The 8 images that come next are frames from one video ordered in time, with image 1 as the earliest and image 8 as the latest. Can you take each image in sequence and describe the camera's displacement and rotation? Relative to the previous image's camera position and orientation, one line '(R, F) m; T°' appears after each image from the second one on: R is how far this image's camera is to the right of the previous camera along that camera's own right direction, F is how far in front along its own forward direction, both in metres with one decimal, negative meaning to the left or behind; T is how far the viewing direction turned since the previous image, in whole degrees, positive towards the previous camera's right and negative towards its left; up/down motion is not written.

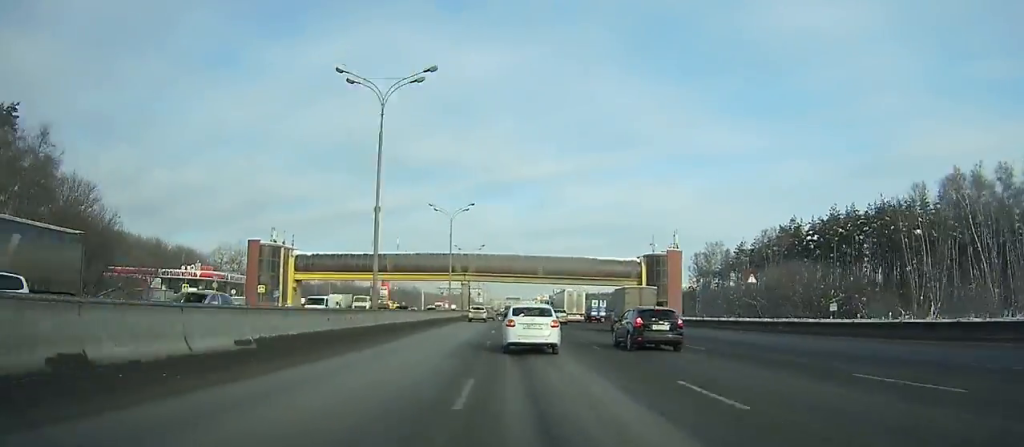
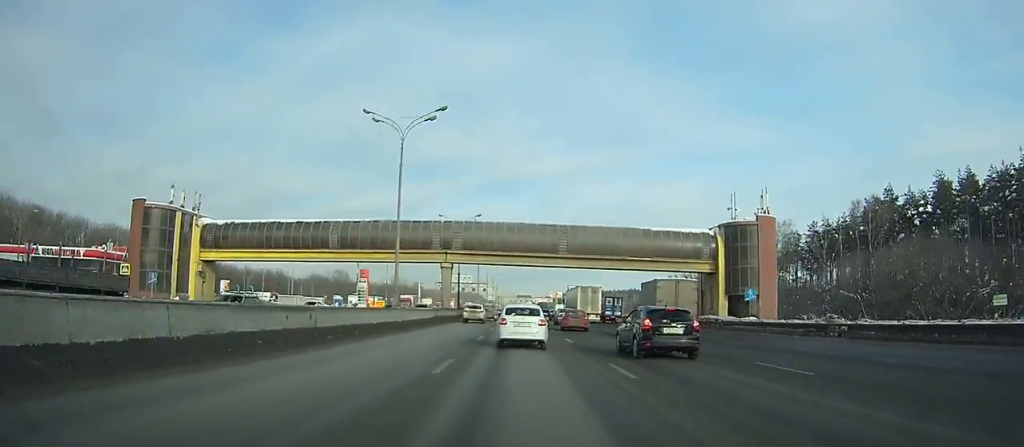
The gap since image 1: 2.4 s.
(+0.2, +37.7) m; 0°
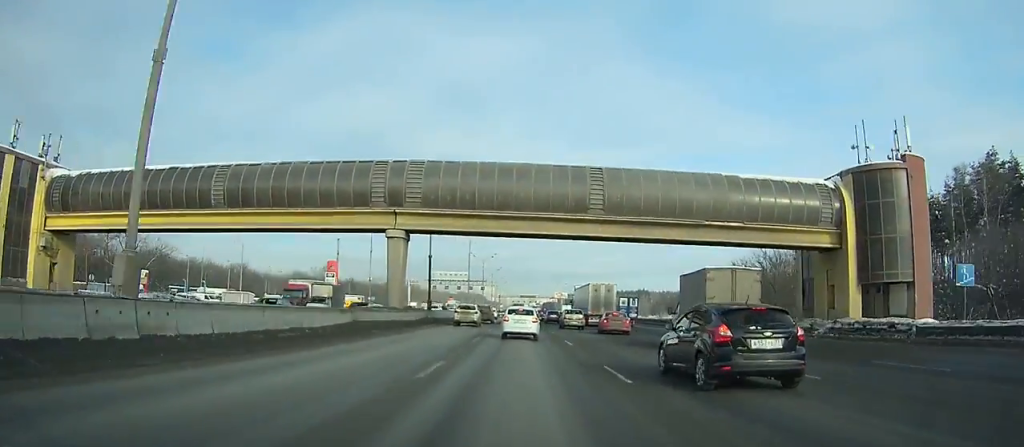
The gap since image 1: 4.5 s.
(-0.3, +26.4) m; -1°
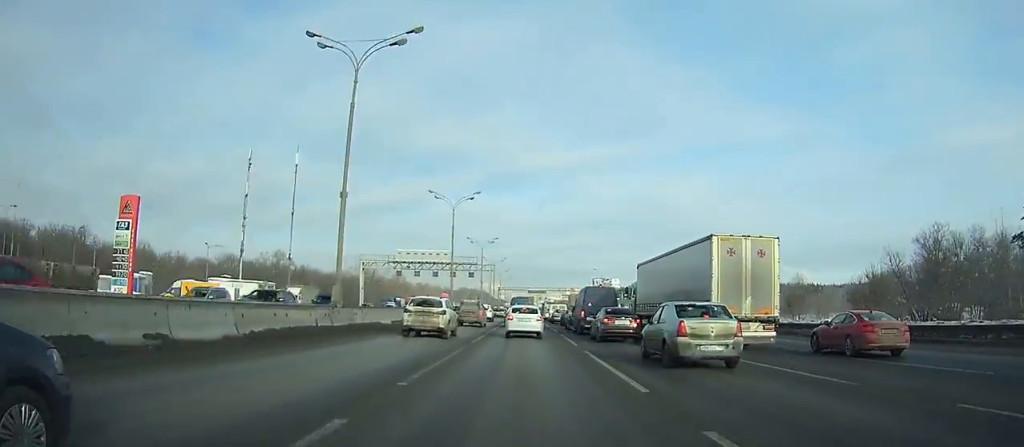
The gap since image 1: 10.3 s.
(-0.7, +55.2) m; -1°
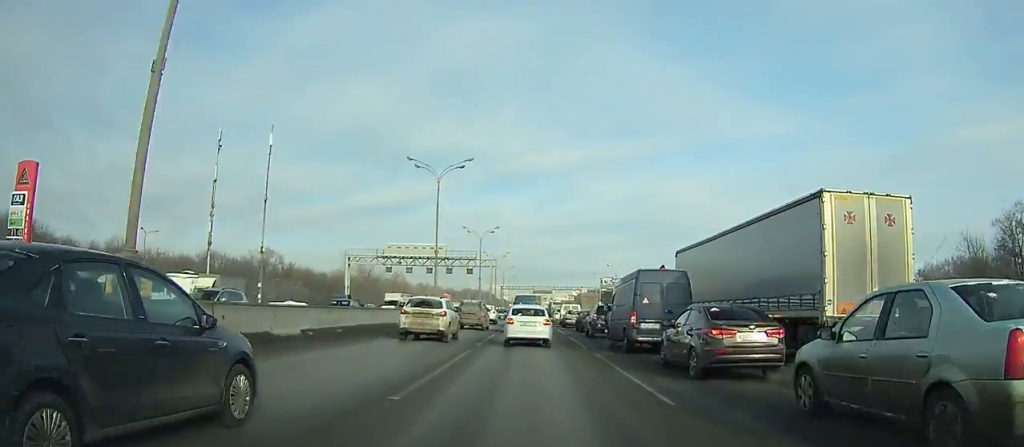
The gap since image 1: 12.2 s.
(0.0, +12.5) m; 0°
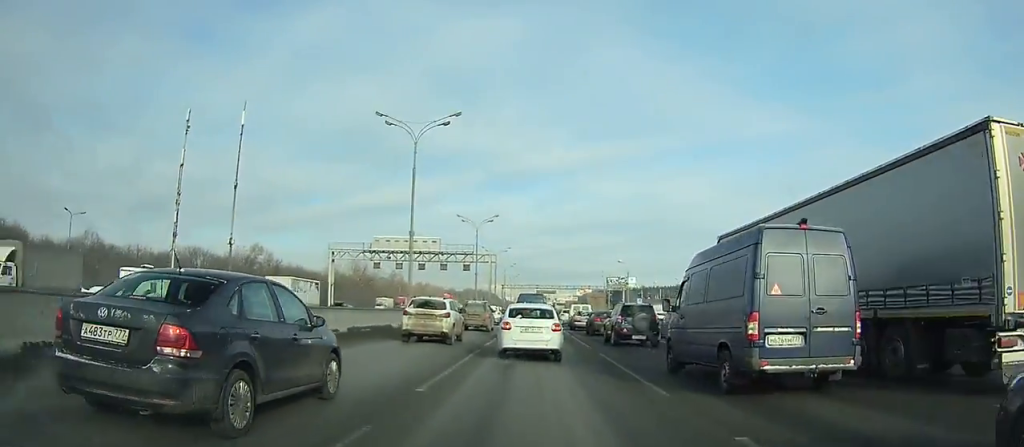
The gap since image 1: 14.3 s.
(0.0, +11.5) m; 0°
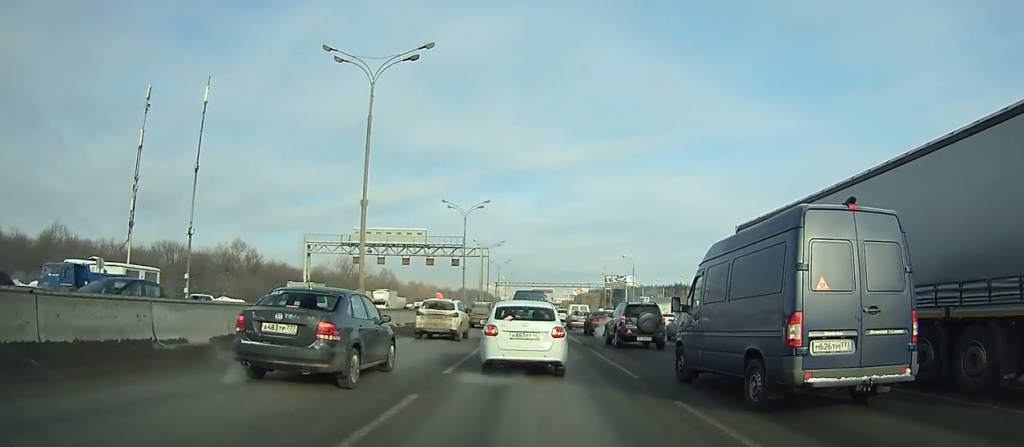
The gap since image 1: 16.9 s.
(0.0, +10.0) m; 0°
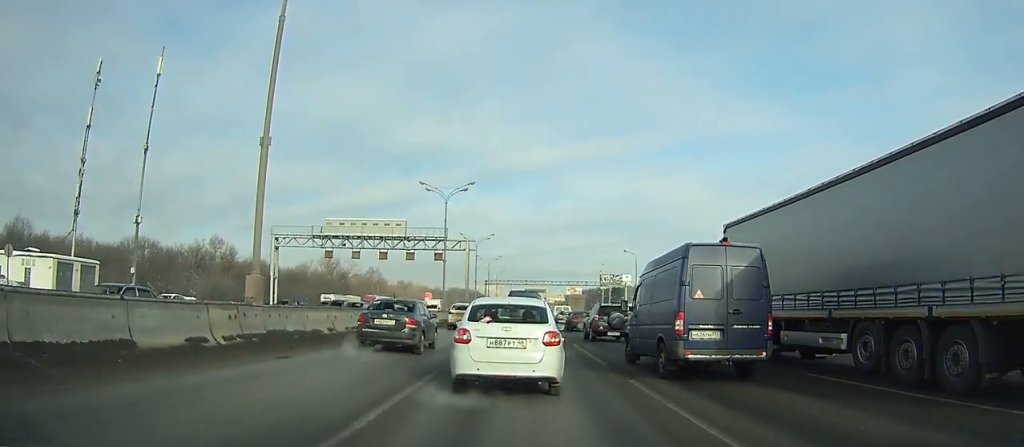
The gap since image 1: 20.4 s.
(+0.1, +10.2) m; -1°
